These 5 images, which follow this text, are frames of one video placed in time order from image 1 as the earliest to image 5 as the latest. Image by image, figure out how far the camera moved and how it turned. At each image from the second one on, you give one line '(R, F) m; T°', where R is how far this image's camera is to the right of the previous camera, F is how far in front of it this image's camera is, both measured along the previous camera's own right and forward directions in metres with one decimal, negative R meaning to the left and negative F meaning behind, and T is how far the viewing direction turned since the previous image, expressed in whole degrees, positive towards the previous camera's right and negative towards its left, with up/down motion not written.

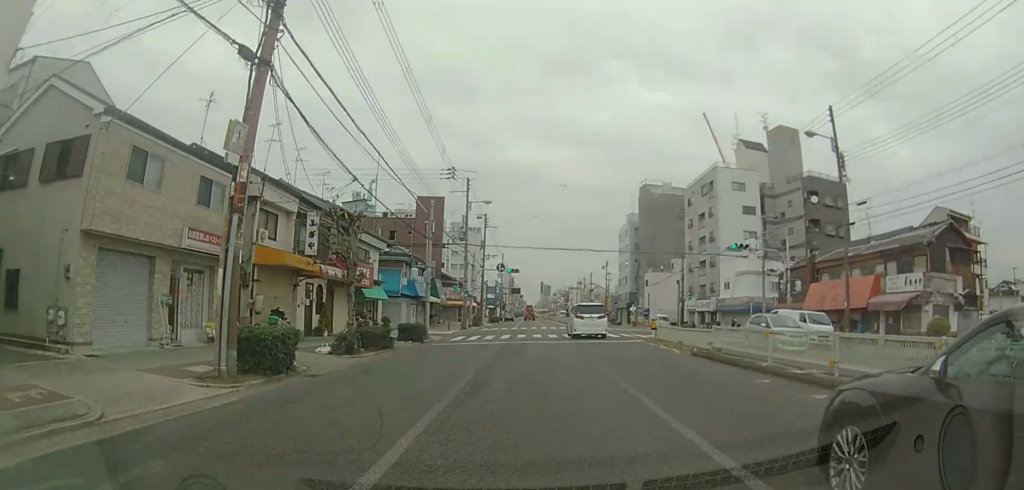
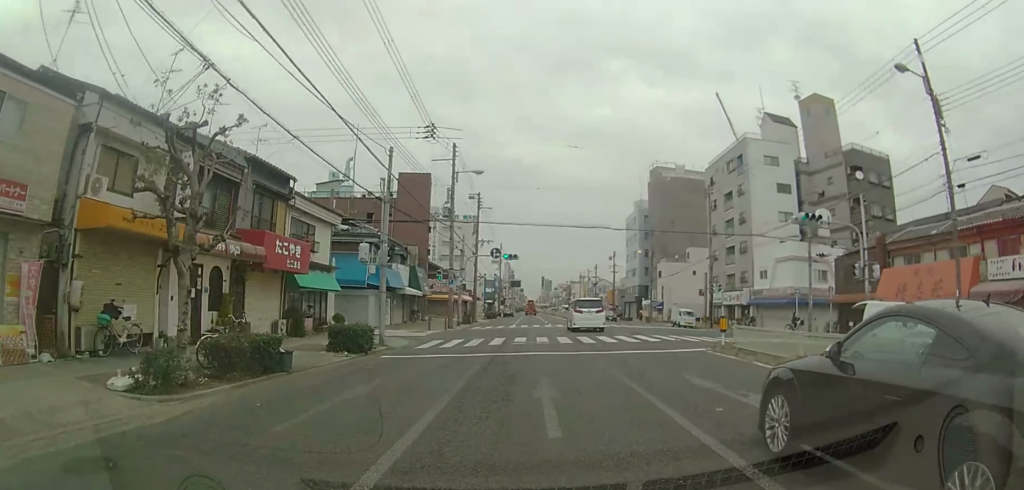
(-0.1, +9.3) m; +1°
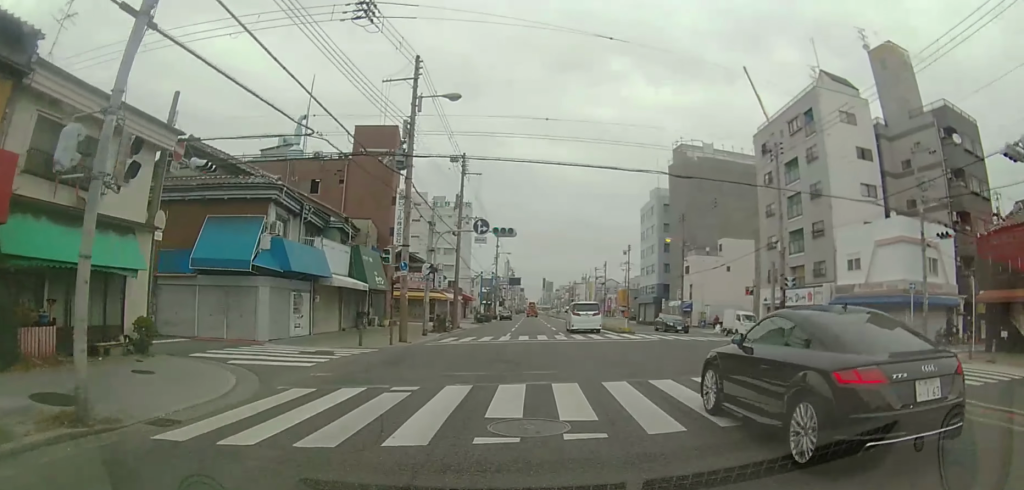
(+0.4, +15.0) m; 0°
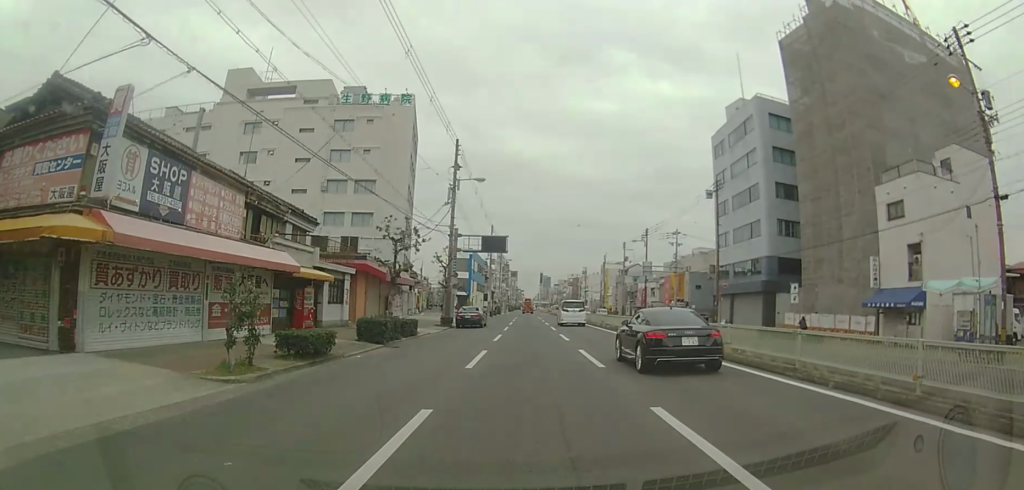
(-1.4, +45.6) m; -2°
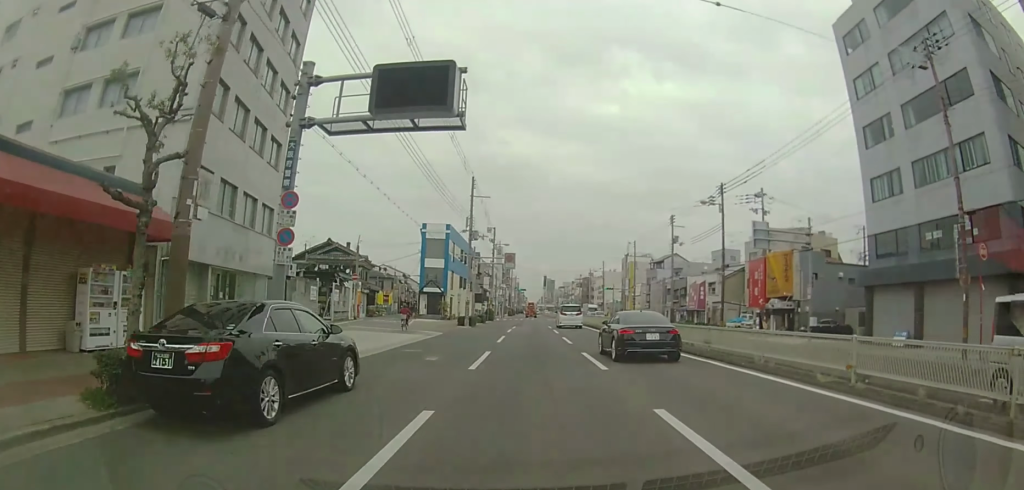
(-0.2, +30.1) m; -1°
